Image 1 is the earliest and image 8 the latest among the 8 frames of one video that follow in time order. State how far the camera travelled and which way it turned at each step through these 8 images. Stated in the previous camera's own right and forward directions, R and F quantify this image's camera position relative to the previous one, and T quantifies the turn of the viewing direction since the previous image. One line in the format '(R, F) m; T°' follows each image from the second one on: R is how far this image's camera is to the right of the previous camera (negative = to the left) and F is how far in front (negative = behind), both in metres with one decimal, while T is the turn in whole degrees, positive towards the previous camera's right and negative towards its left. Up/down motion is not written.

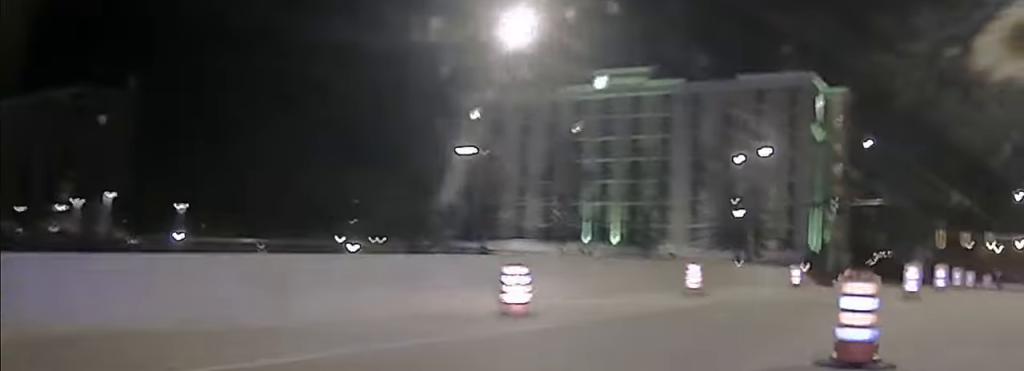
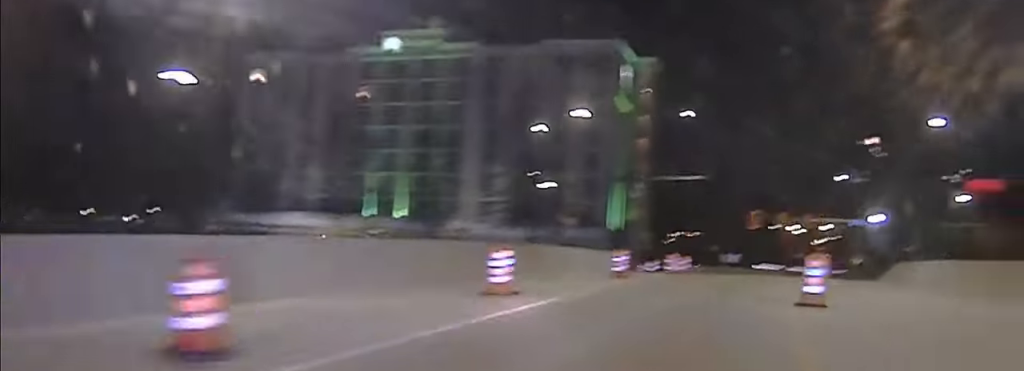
(+0.4, +4.7) m; +9°
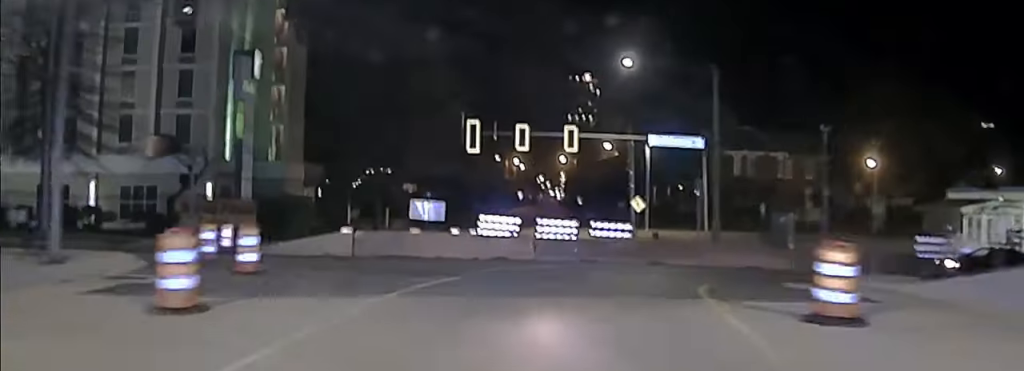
(+11.3, +32.5) m; +26°
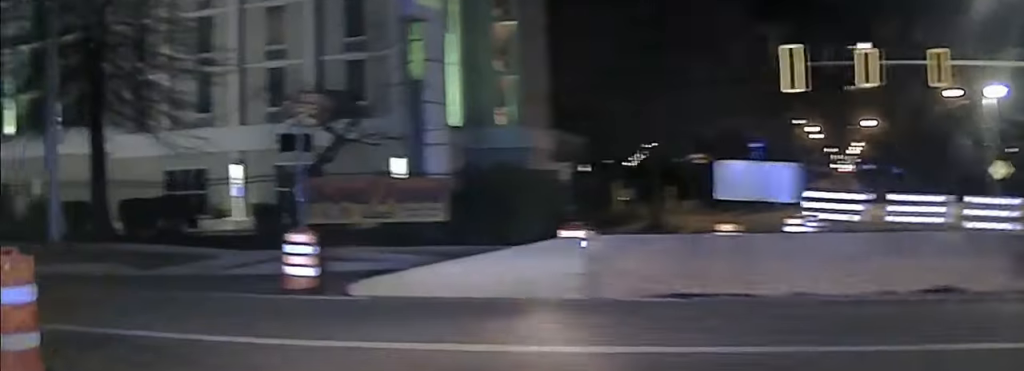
(-1.8, +25.4) m; -18°
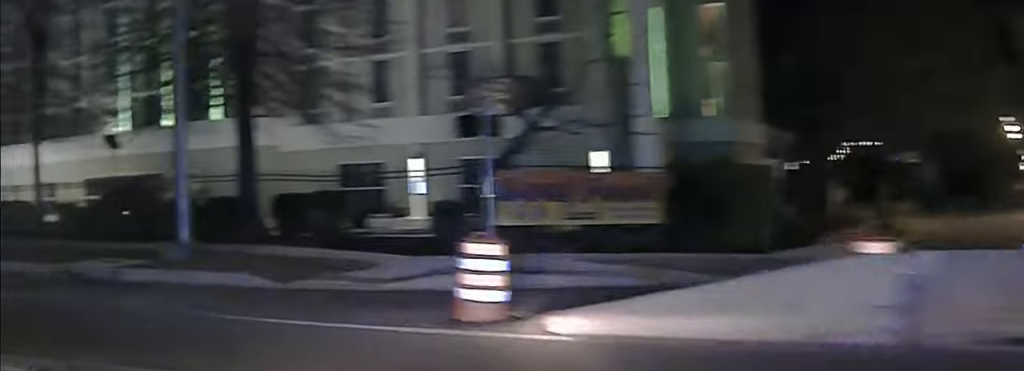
(+0.4, +5.0) m; -10°
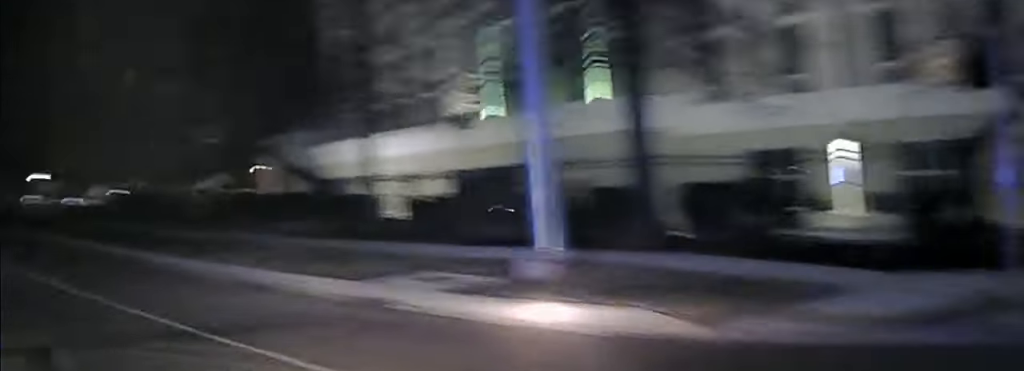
(-2.2, +6.7) m; -30°
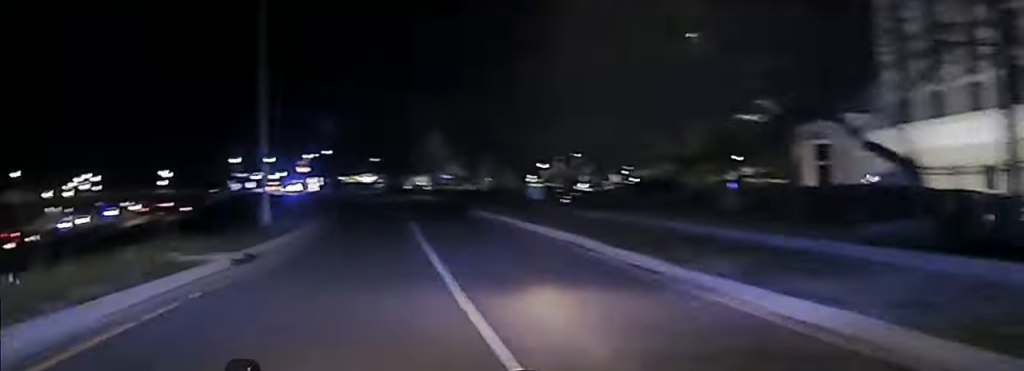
(-2.6, +7.8) m; -26°
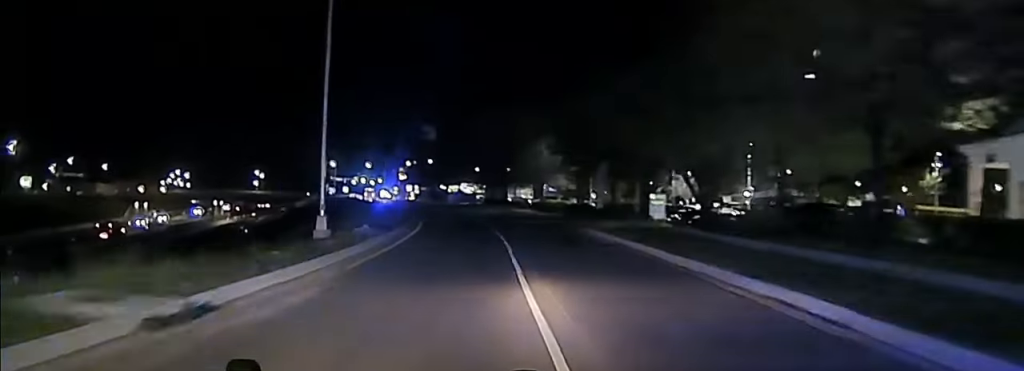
(-1.2, +7.5) m; -12°
